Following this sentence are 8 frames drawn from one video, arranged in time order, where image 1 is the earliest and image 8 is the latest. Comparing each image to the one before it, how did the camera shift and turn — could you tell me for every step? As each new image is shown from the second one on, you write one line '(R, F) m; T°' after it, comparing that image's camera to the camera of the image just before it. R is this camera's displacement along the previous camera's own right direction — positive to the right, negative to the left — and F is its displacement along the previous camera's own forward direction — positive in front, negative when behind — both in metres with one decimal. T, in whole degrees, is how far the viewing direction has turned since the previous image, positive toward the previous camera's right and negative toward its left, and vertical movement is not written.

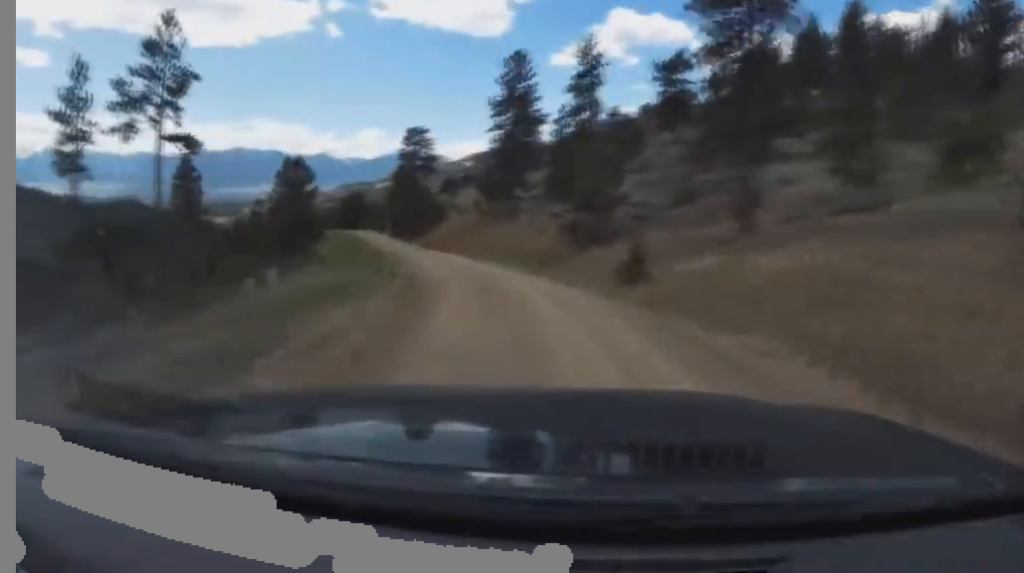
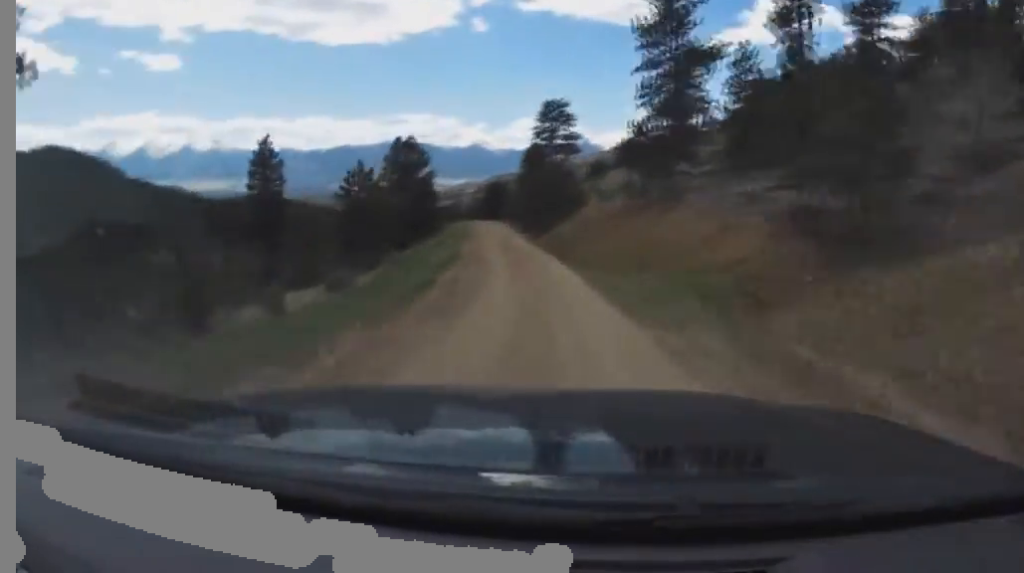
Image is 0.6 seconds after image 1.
(0.0, +20.6) m; -1°
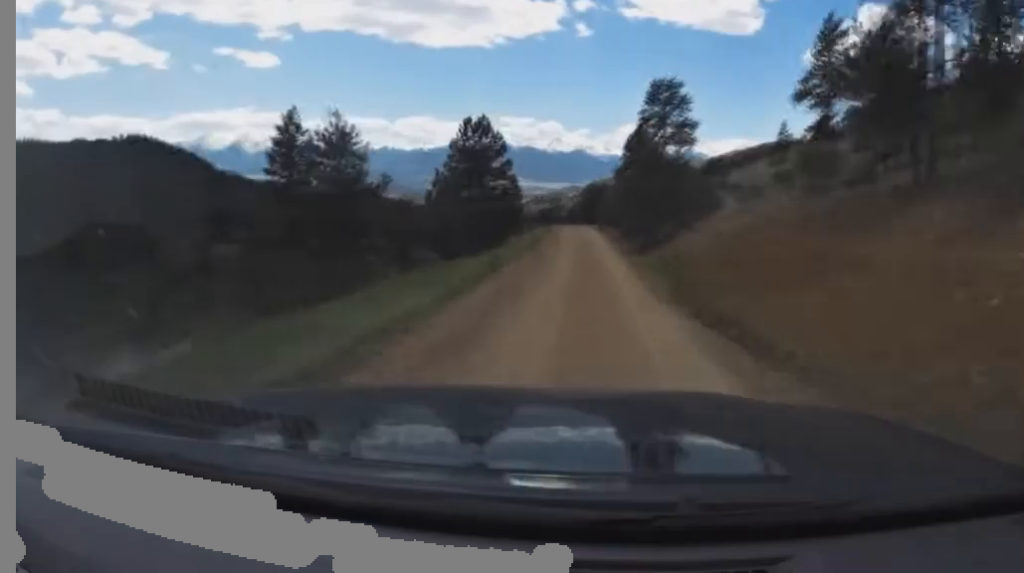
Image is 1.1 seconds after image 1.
(+0.4, +18.7) m; -4°
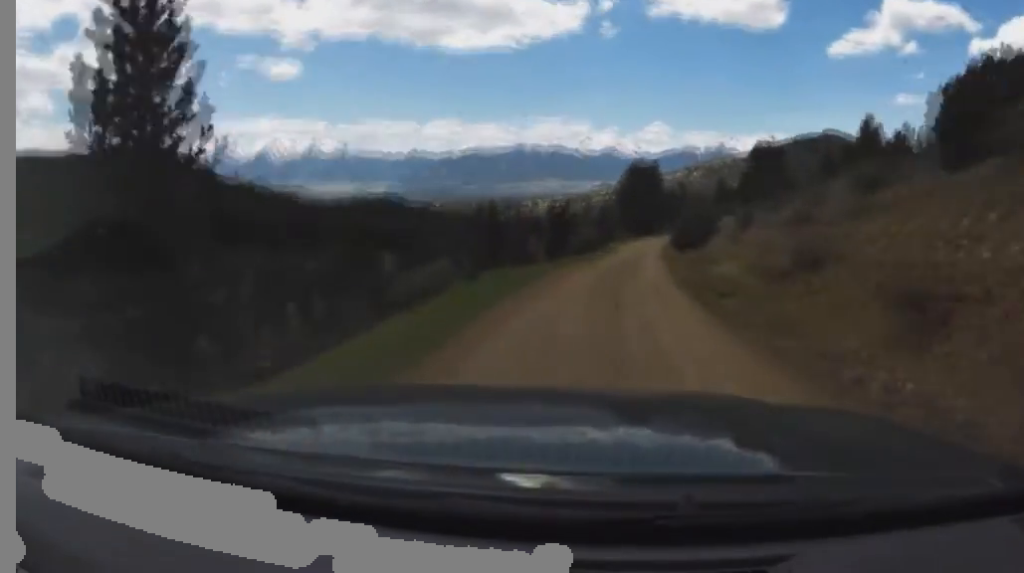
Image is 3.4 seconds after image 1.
(-11.7, +73.8) m; -12°
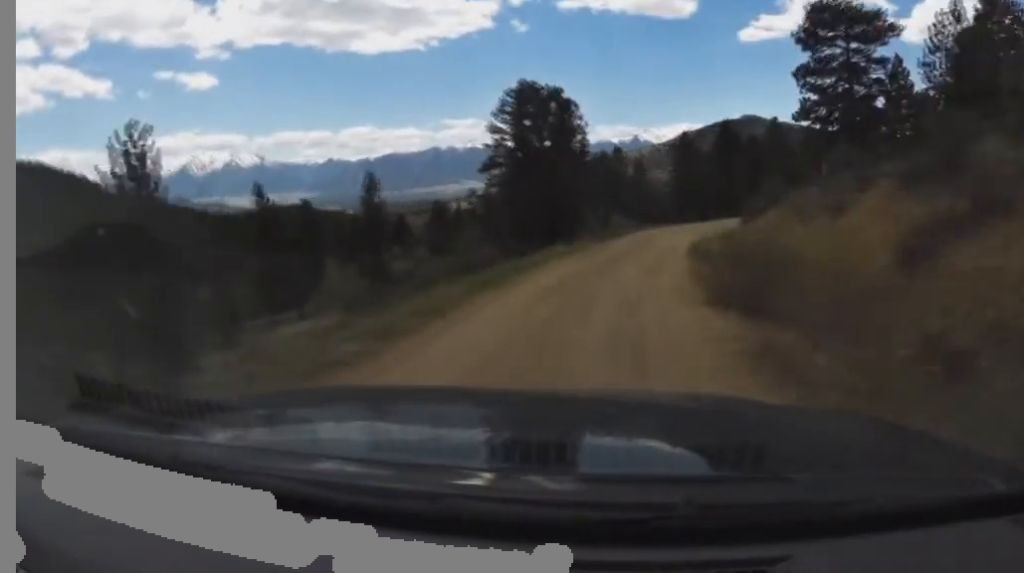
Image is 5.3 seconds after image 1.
(0.0, +59.1) m; 0°
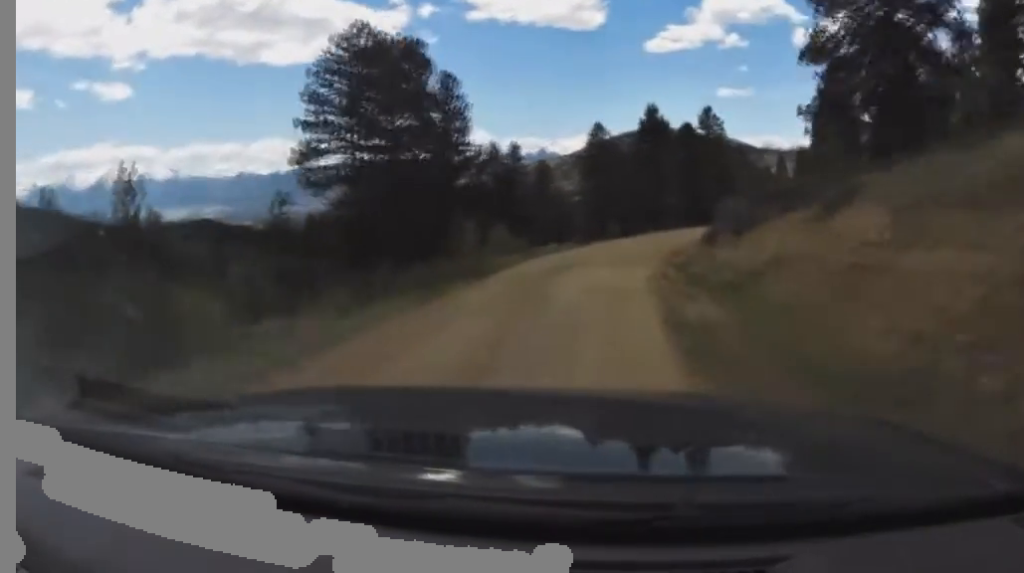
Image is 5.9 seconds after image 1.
(0.0, +22.3) m; +7°
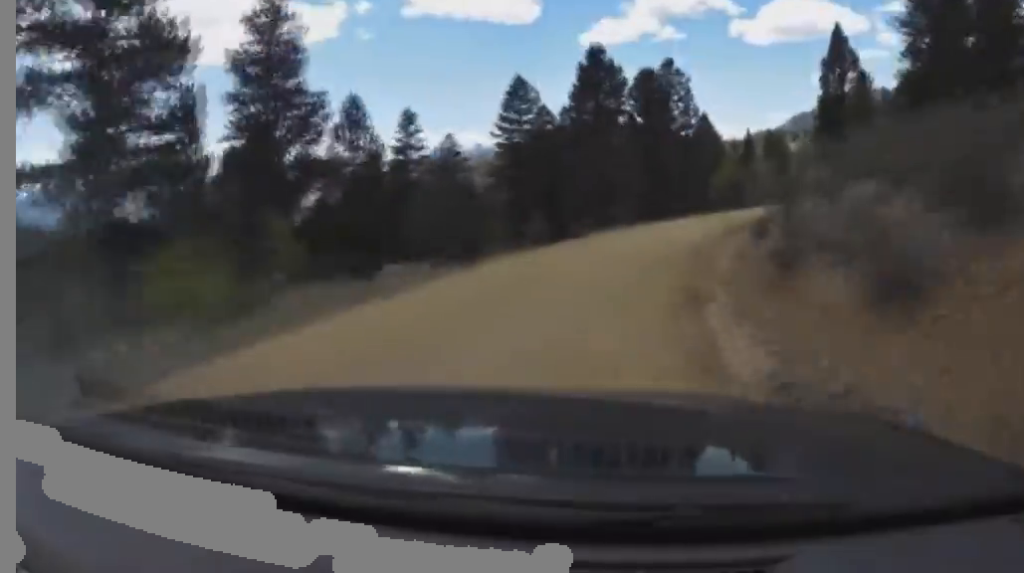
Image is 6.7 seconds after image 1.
(+1.1, +25.1) m; +13°
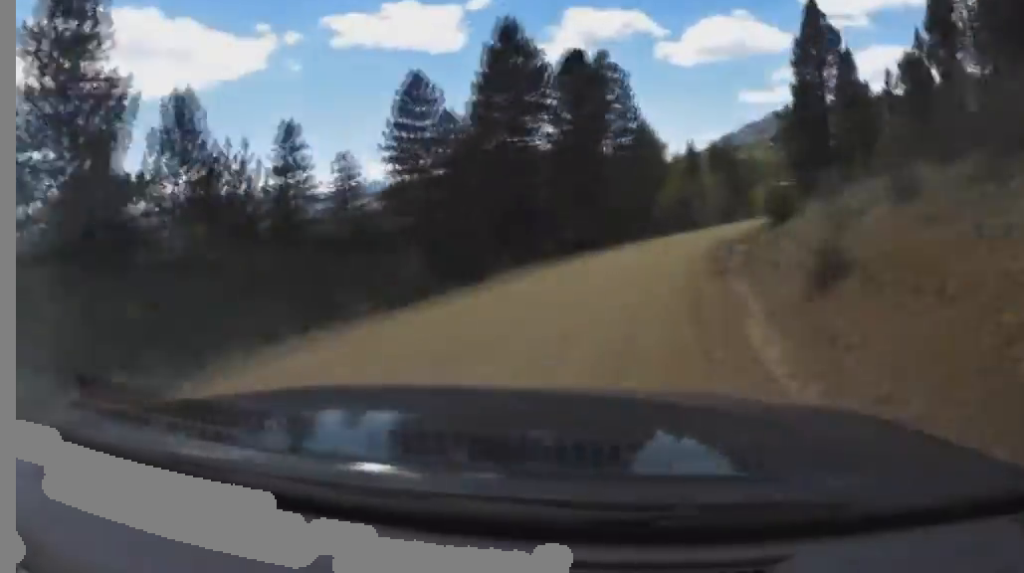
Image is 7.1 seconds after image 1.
(+2.3, +14.7) m; +9°
